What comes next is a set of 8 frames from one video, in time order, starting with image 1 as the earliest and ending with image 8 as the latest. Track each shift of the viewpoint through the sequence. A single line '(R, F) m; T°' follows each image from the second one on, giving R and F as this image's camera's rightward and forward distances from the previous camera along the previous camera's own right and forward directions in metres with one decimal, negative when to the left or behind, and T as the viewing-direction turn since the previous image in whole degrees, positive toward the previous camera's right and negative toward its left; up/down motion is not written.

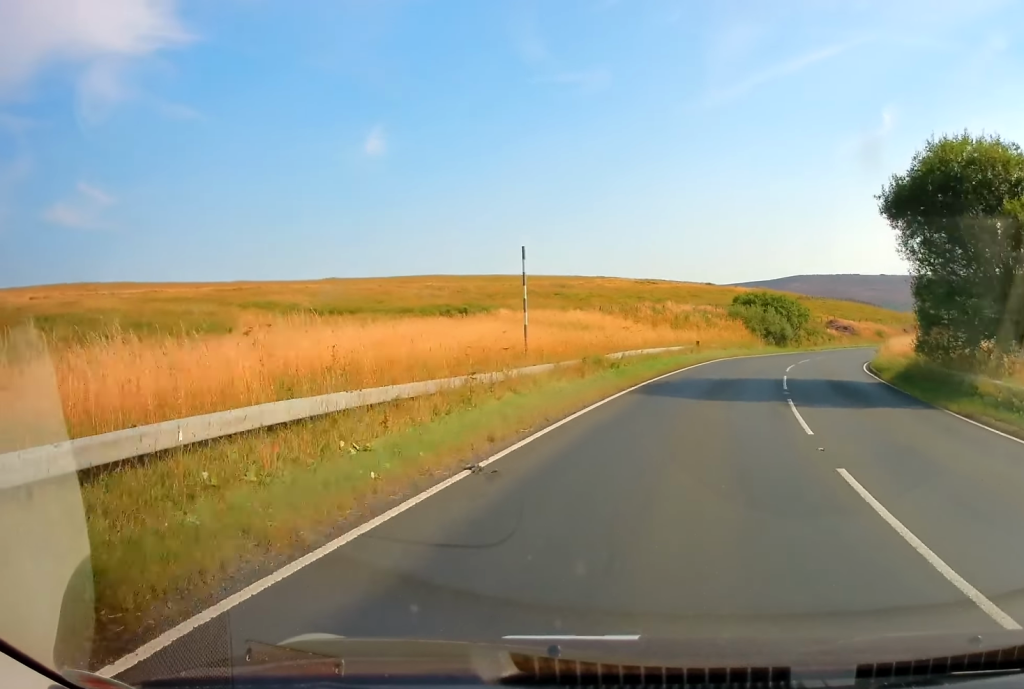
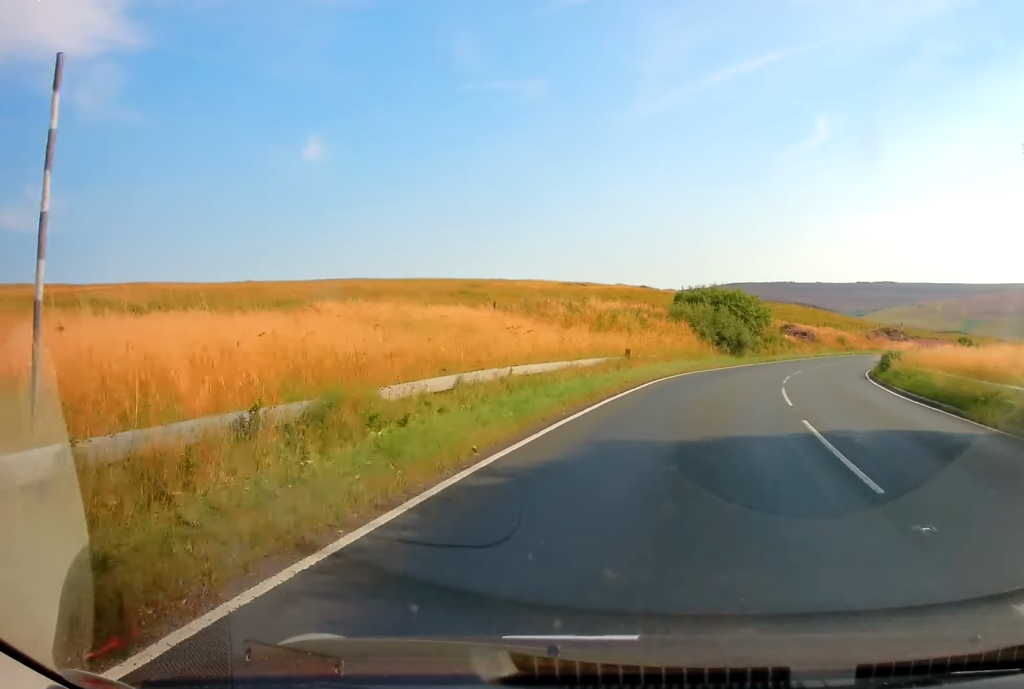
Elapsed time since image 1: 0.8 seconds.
(+0.4, +13.5) m; +4°
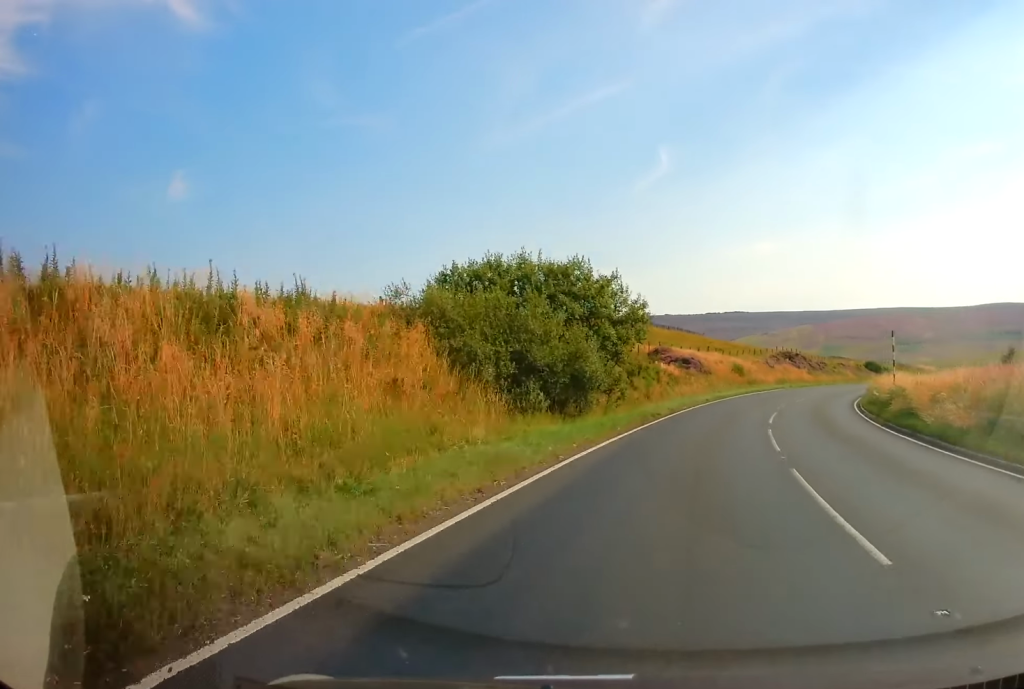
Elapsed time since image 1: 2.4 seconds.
(+2.8, +28.5) m; +11°
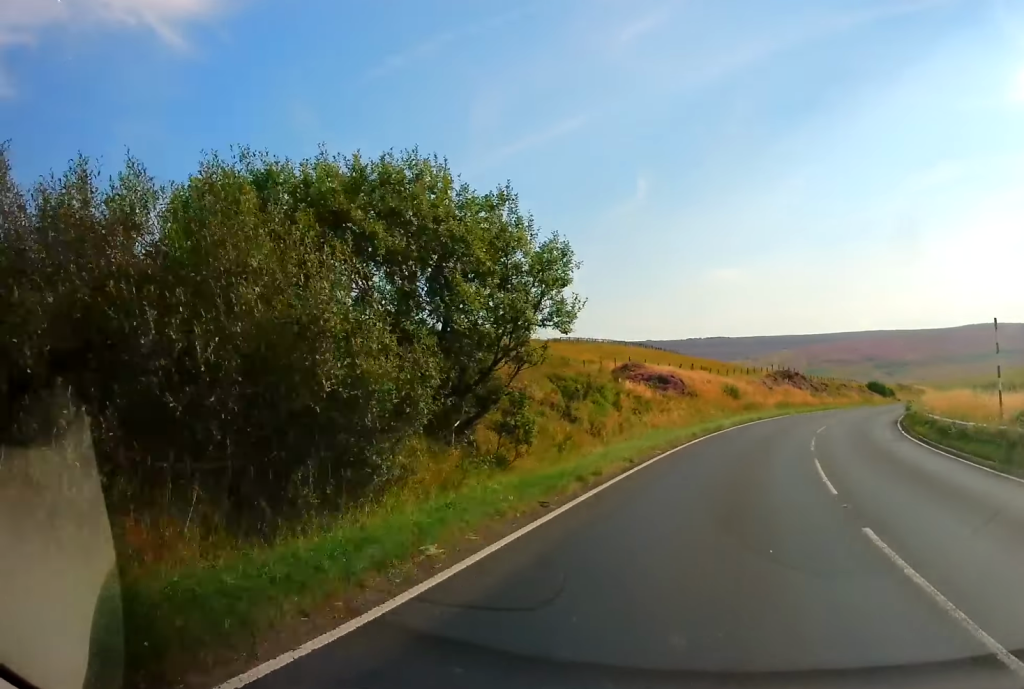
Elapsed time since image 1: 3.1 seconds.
(+0.6, +12.7) m; +5°
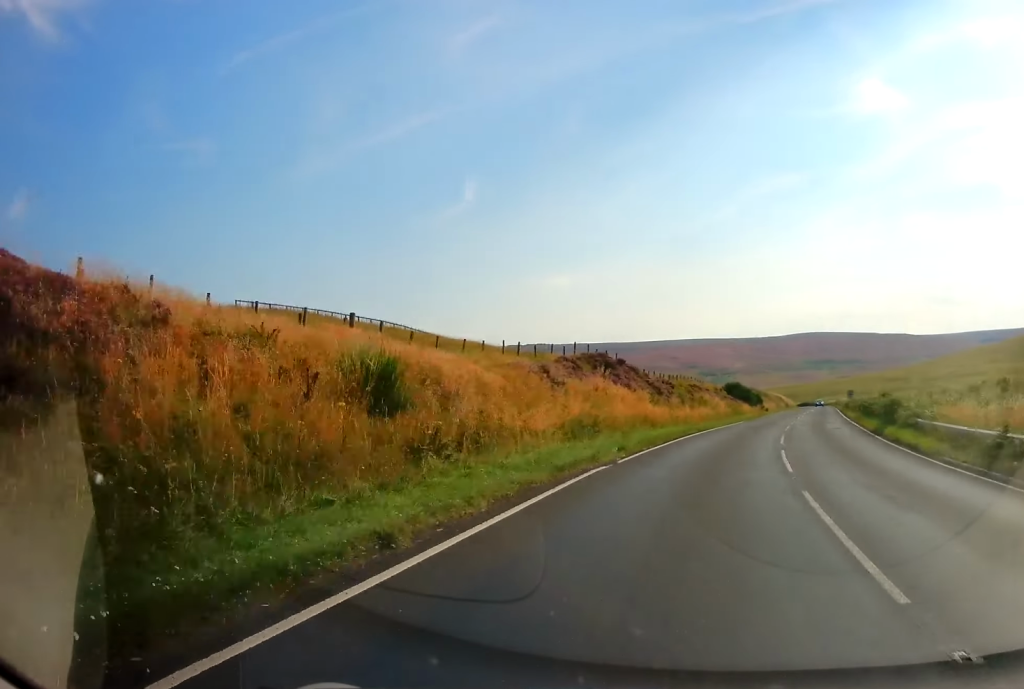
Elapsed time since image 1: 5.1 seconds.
(+3.7, +32.9) m; +13°
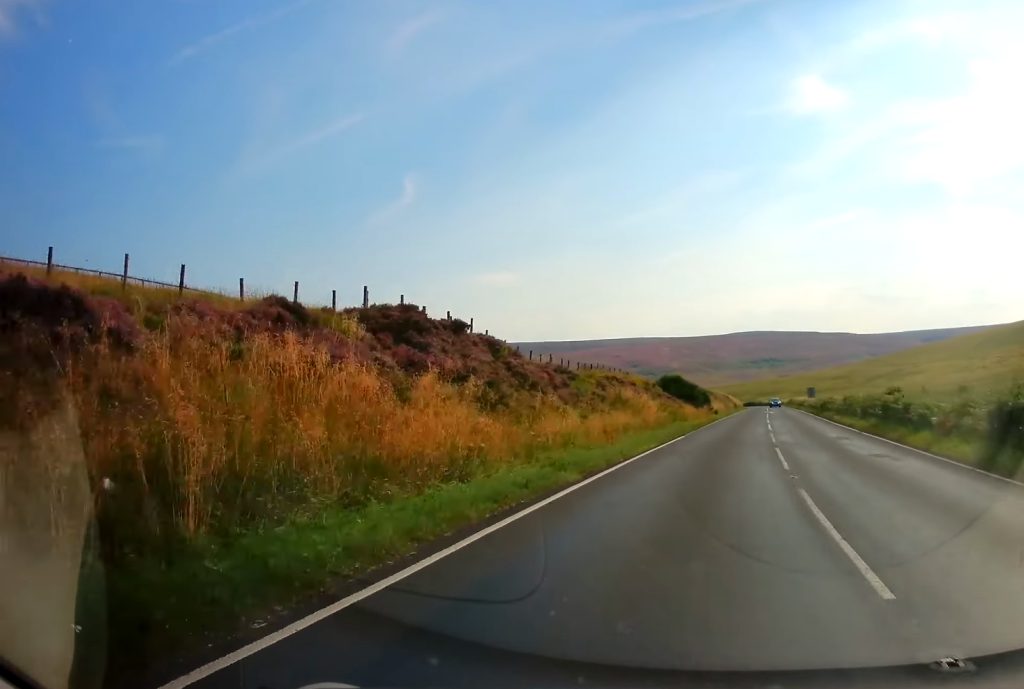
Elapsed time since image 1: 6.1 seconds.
(+1.1, +18.1) m; +5°
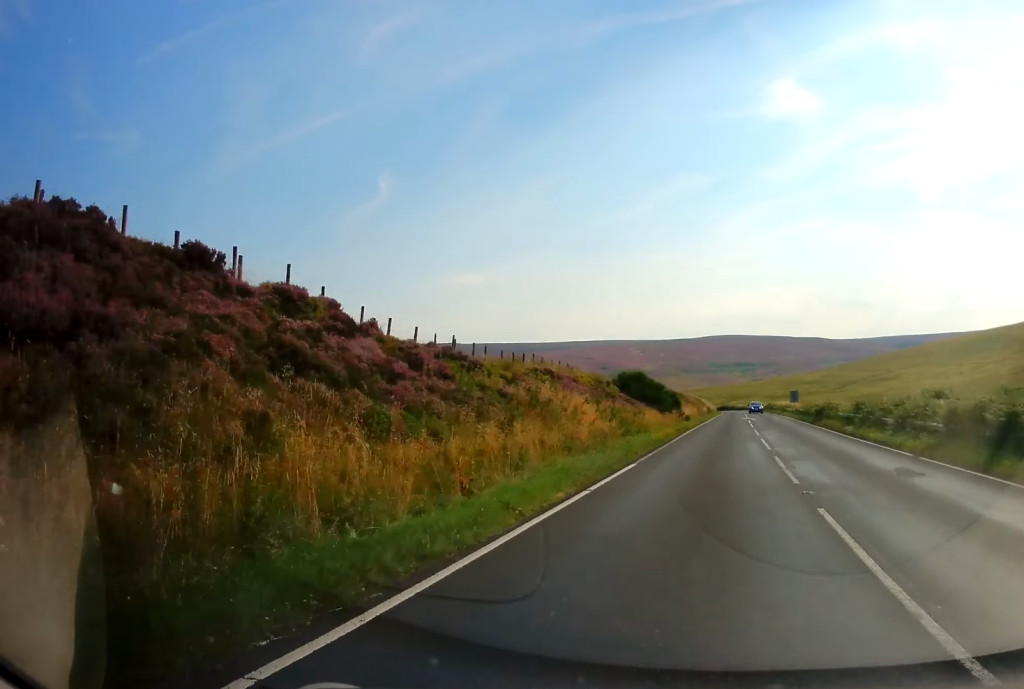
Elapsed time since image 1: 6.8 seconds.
(0.0, +10.7) m; +2°
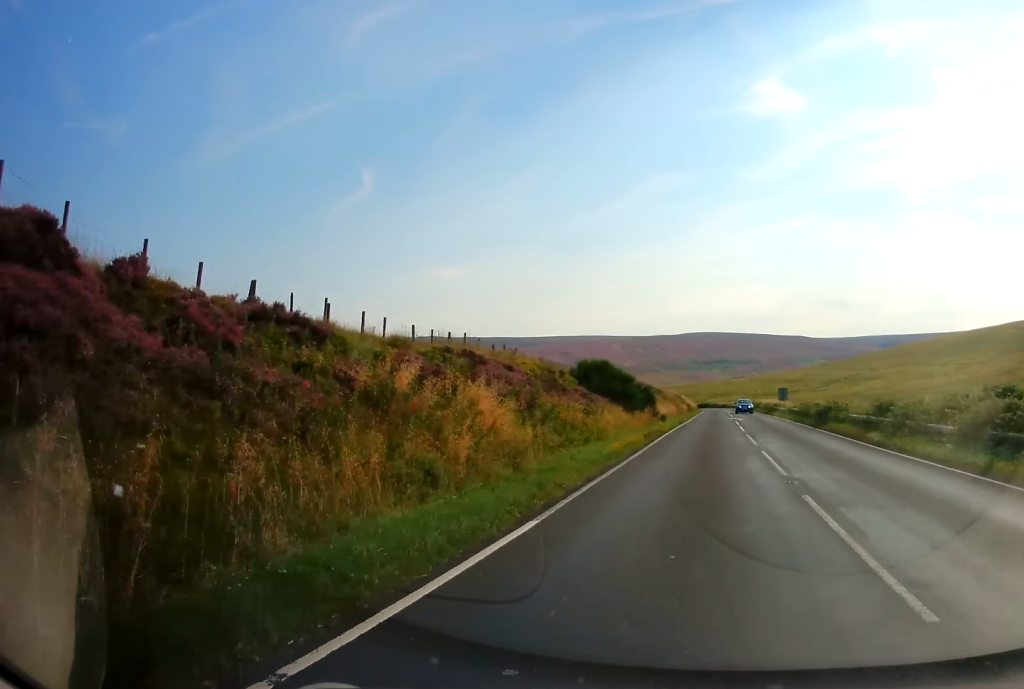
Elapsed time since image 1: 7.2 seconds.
(+0.3, +7.9) m; +2°
